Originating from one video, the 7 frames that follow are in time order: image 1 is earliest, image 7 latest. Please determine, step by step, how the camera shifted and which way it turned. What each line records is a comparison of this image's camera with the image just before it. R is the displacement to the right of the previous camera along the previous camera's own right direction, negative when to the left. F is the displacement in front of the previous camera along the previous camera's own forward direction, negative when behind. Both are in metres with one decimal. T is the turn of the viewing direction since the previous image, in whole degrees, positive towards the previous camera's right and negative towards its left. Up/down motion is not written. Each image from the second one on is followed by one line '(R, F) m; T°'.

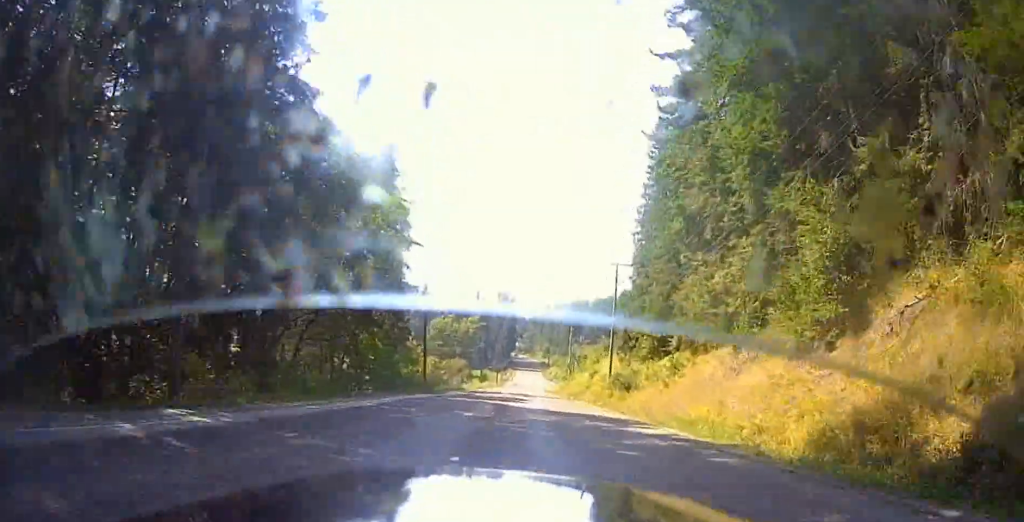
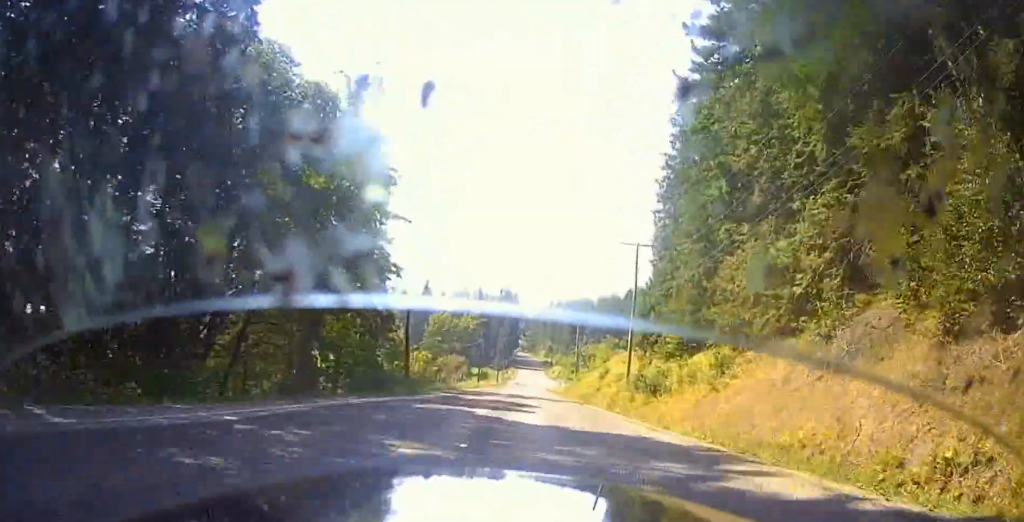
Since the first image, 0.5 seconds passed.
(0.0, +7.7) m; 0°
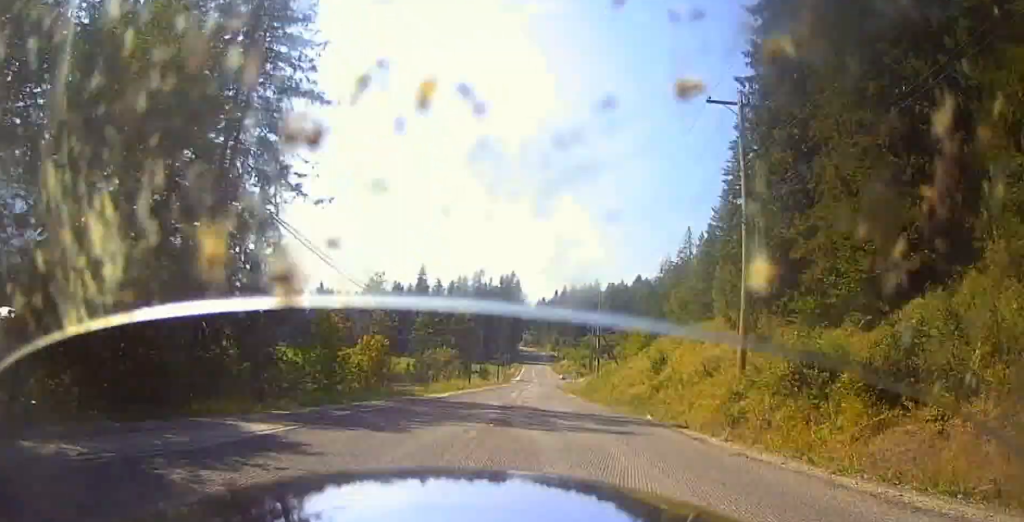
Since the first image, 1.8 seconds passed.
(-0.2, +21.9) m; 0°
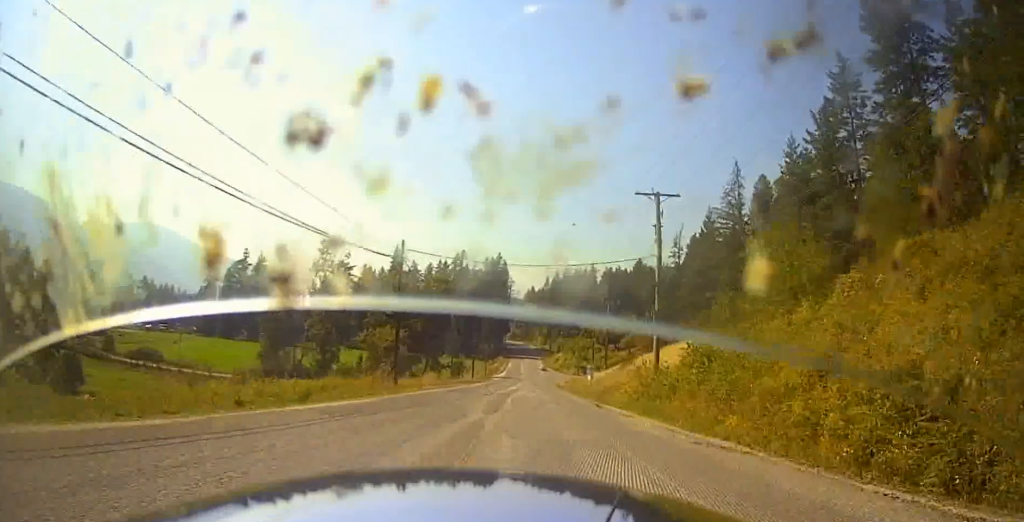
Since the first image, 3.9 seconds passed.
(+0.5, +37.0) m; +1°
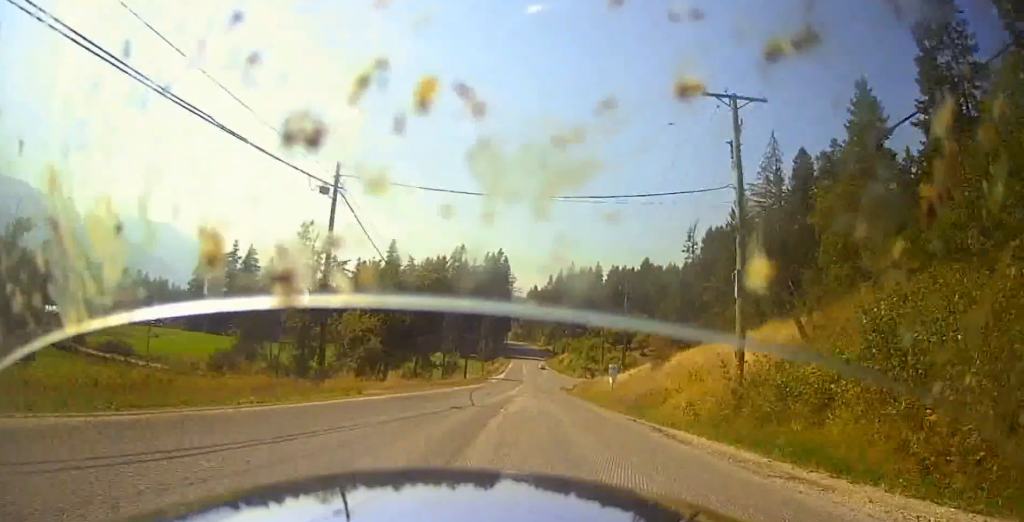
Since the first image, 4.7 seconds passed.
(+0.2, +14.2) m; 0°
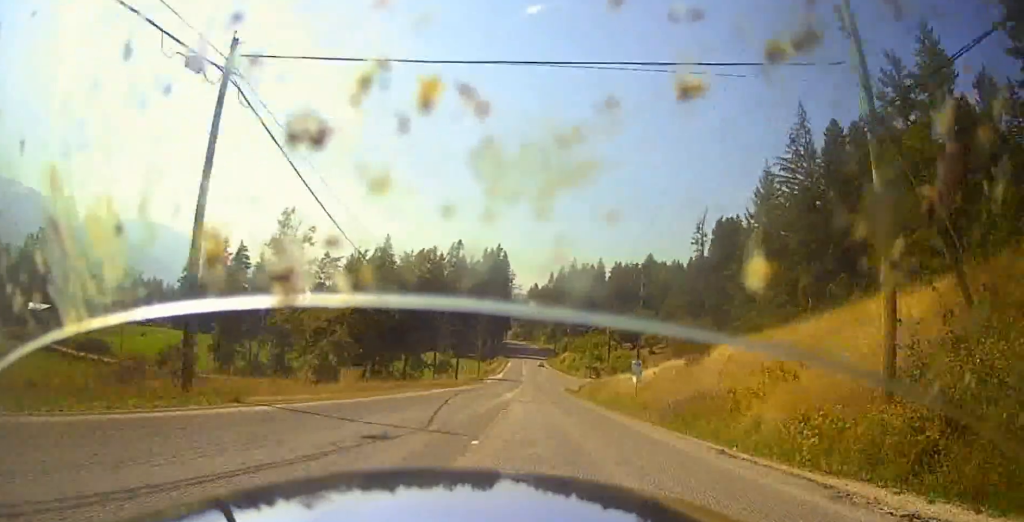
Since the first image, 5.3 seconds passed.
(-0.3, +10.2) m; +1°
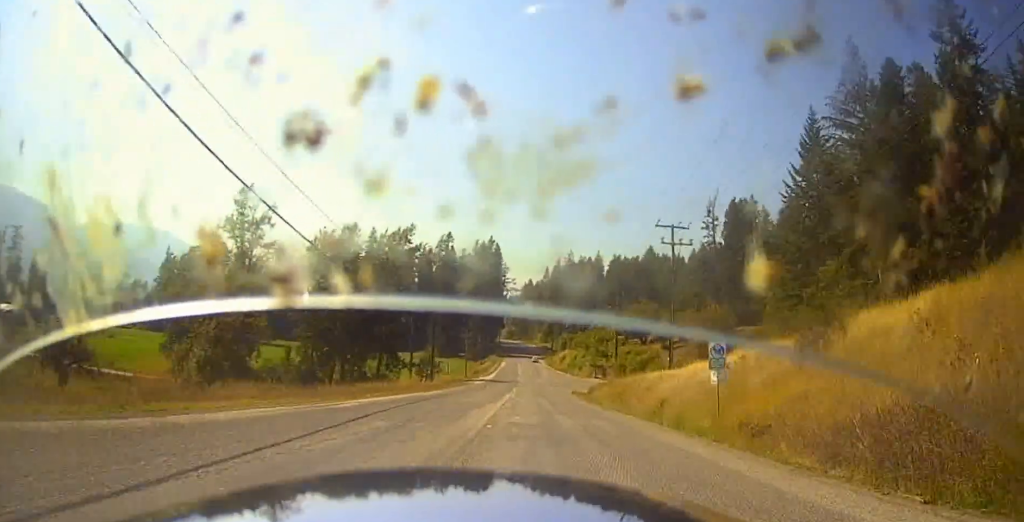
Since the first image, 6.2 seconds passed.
(+0.2, +16.5) m; +1°
